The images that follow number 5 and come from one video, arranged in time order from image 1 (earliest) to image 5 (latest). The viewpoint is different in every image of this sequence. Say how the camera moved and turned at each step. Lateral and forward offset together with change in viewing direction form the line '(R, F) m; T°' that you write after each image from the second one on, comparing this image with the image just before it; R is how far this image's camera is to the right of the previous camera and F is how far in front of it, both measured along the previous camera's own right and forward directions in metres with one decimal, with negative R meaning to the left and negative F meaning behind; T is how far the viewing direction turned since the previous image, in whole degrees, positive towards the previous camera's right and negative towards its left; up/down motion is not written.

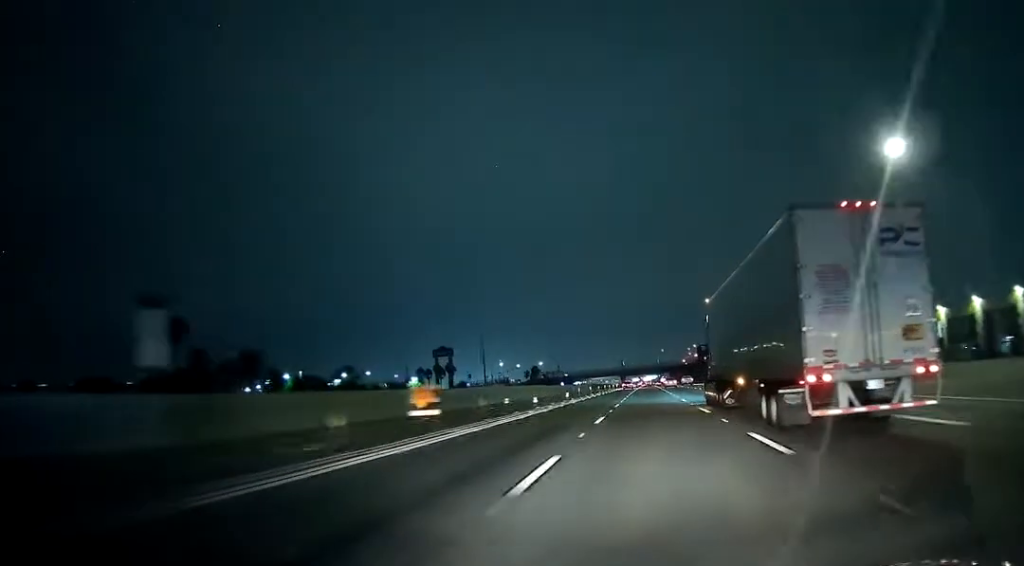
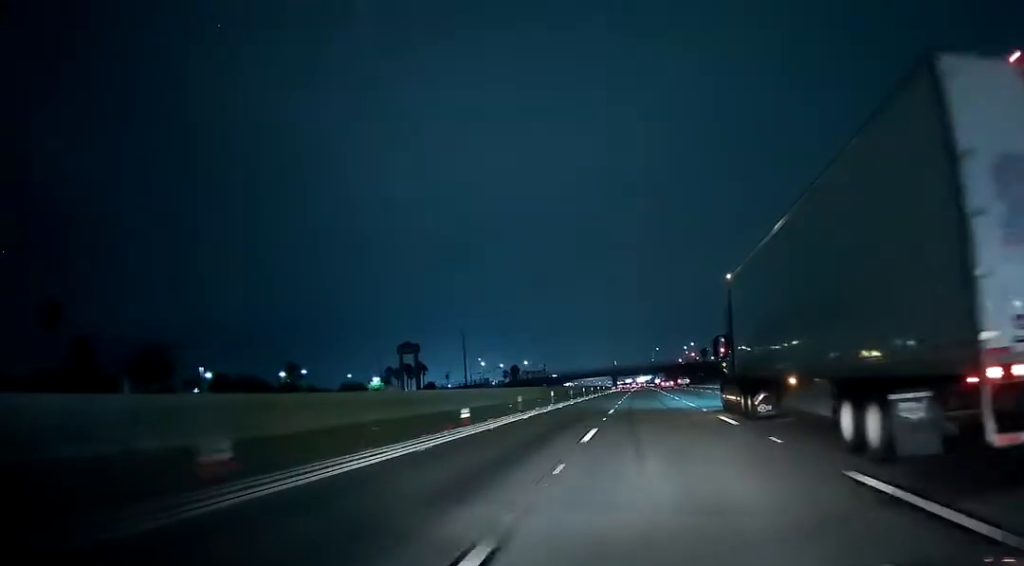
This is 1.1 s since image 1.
(0.0, +36.2) m; 0°
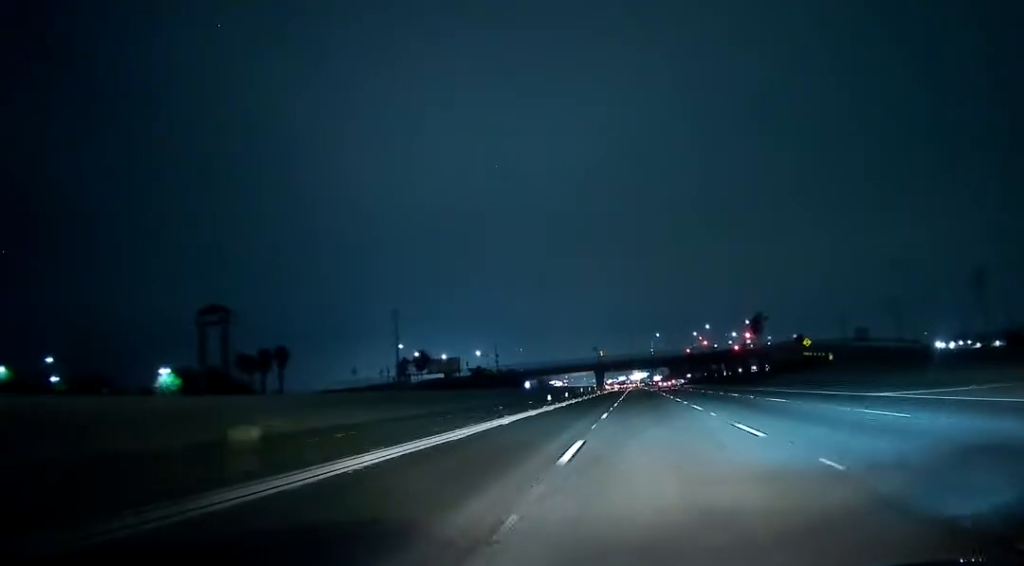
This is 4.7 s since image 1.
(+1.7, +120.2) m; 0°
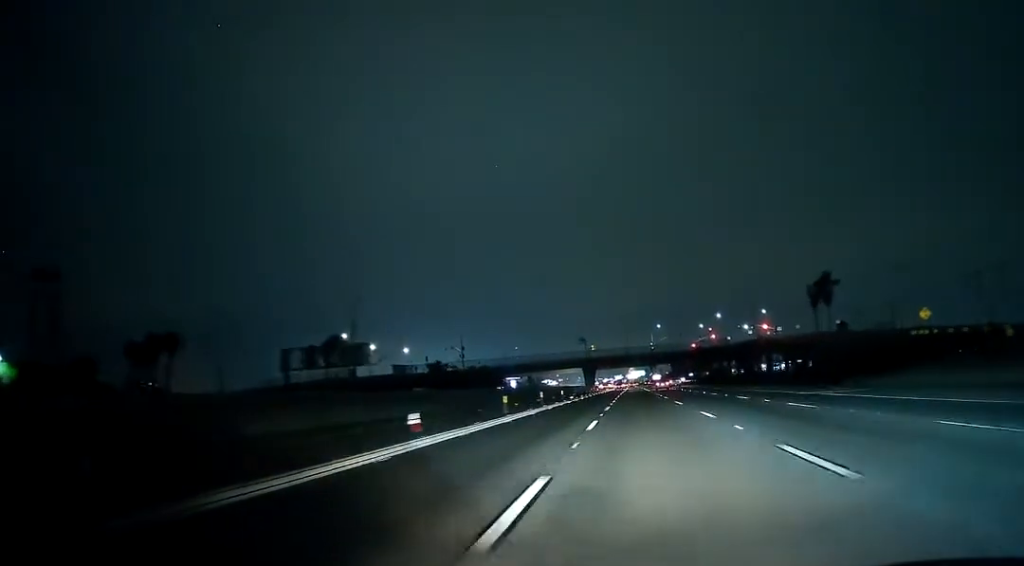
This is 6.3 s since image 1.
(0.0, +51.2) m; 0°
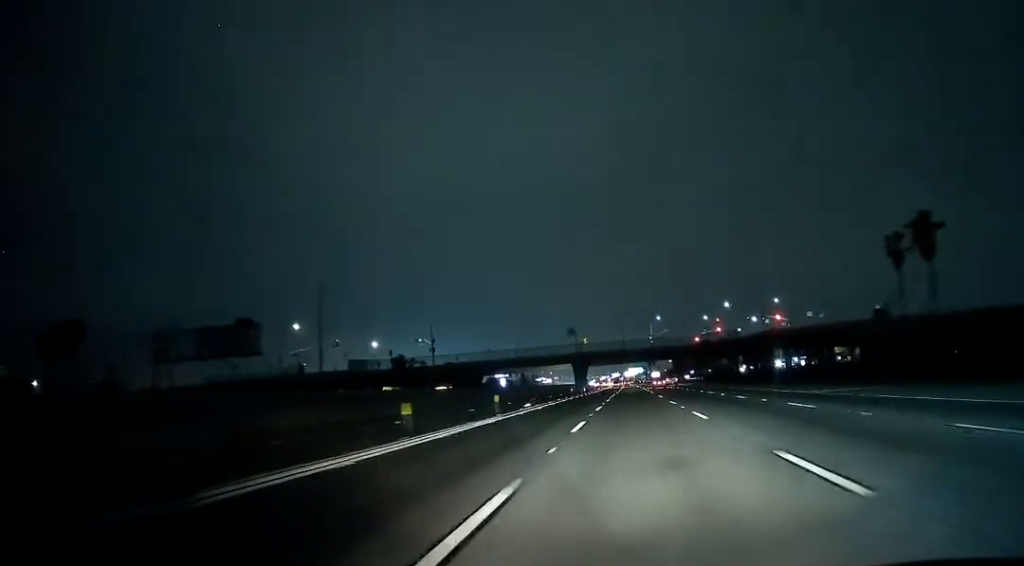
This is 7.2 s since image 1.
(+0.1, +31.1) m; 0°
